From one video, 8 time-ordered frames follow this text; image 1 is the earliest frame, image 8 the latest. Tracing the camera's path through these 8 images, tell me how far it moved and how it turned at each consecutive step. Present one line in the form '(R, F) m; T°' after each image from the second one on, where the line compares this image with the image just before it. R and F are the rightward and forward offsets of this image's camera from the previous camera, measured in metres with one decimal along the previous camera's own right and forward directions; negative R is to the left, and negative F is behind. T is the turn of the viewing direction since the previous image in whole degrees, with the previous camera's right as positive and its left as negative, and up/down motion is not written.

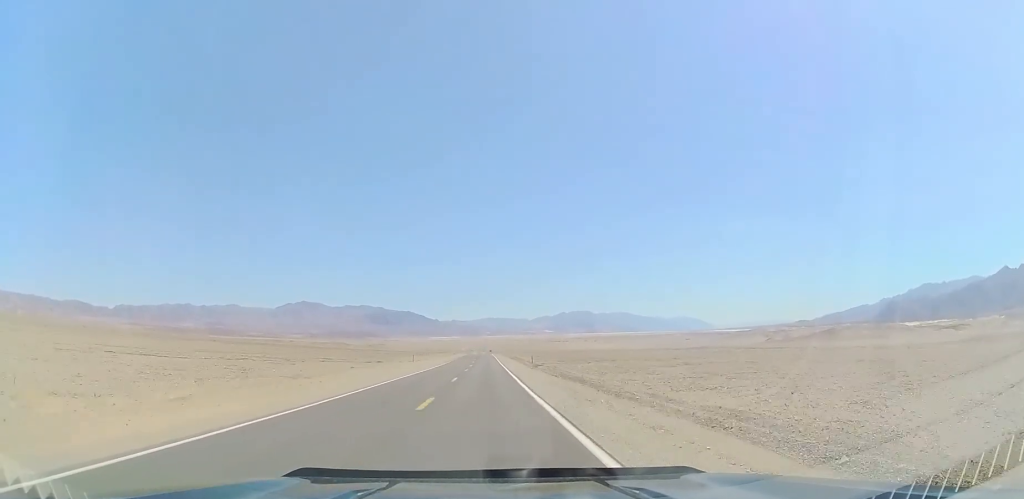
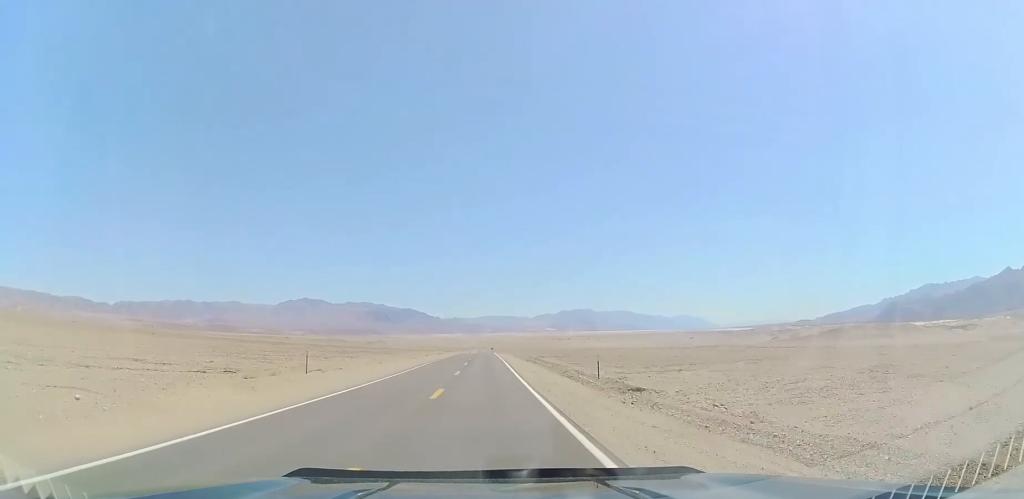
(0.0, +41.3) m; 0°
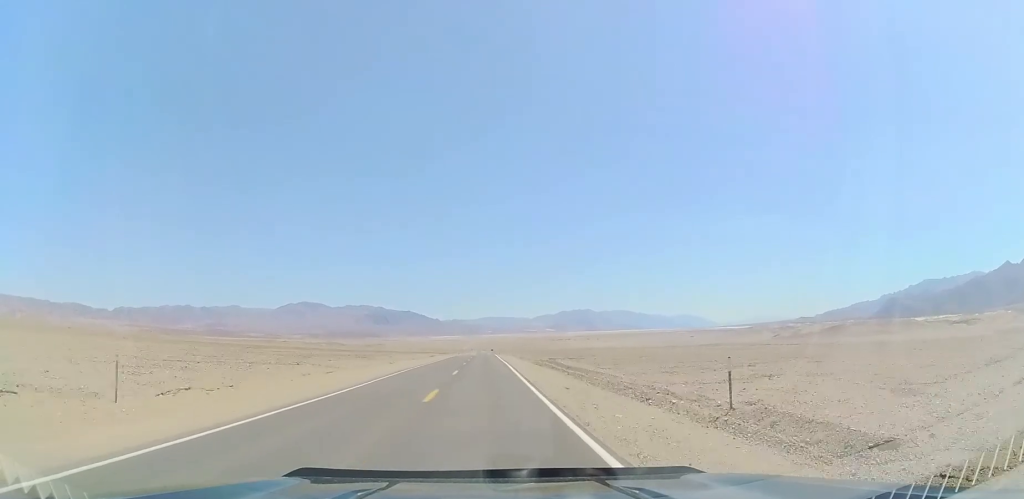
(-0.1, +15.9) m; 0°
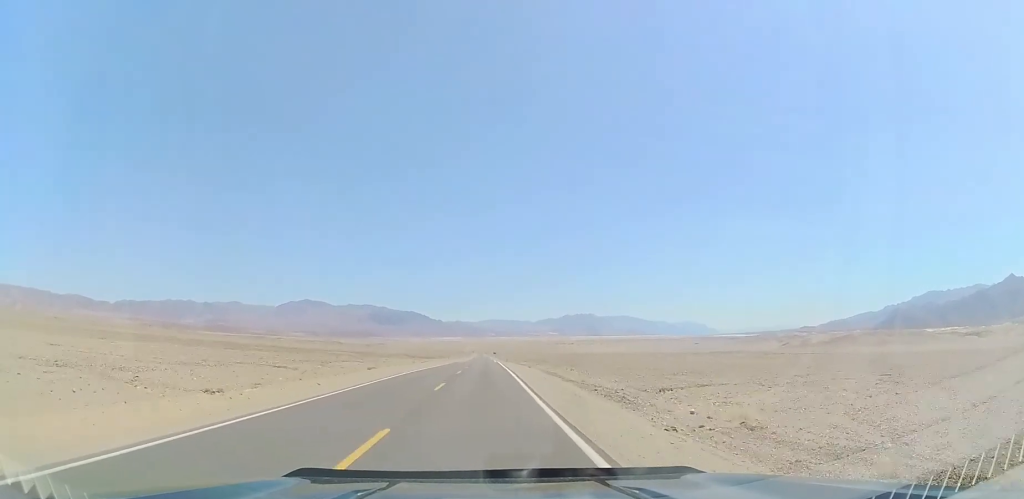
(+0.1, +54.0) m; 0°
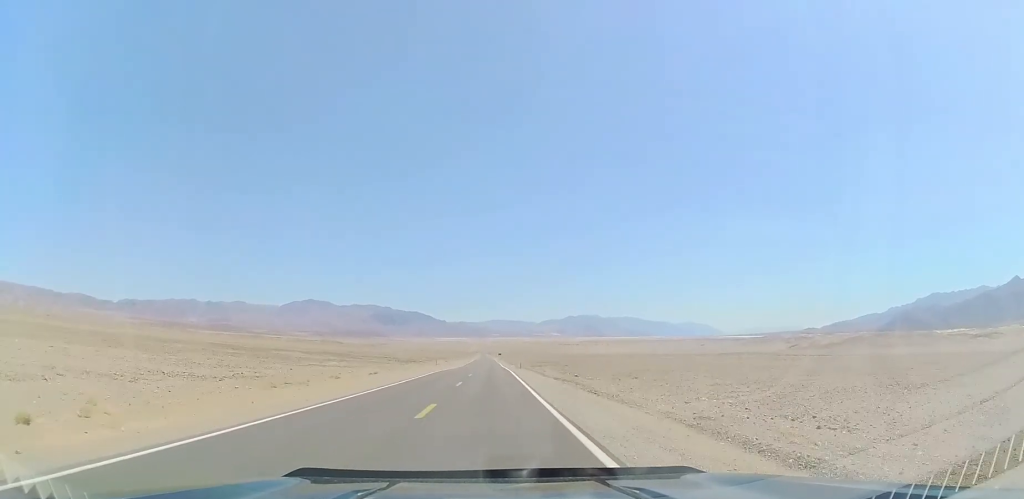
(-0.4, +37.8) m; -1°
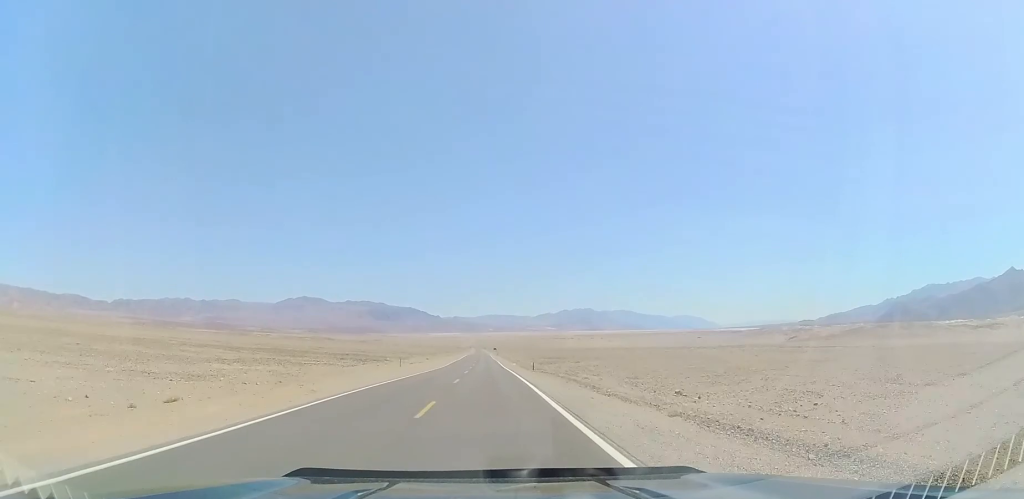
(0.0, +30.1) m; 0°
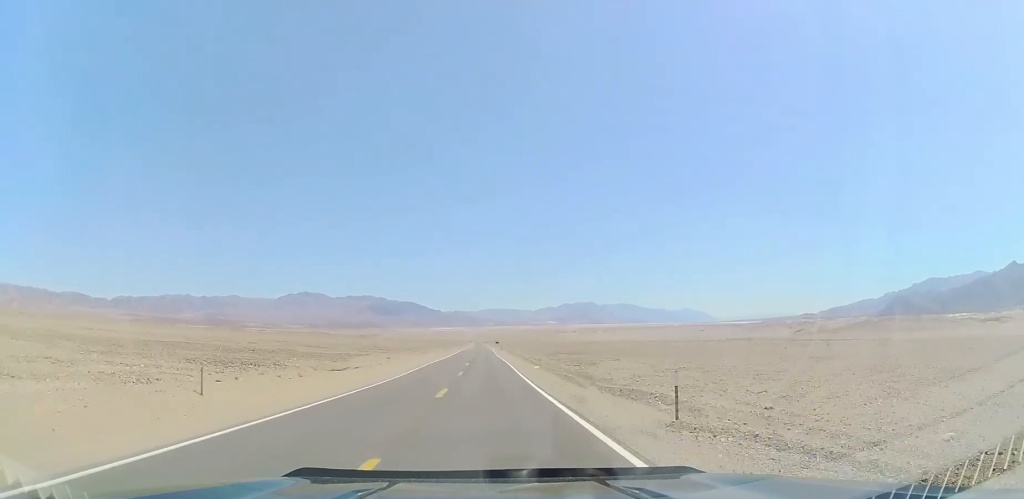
(0.0, +38.1) m; 0°
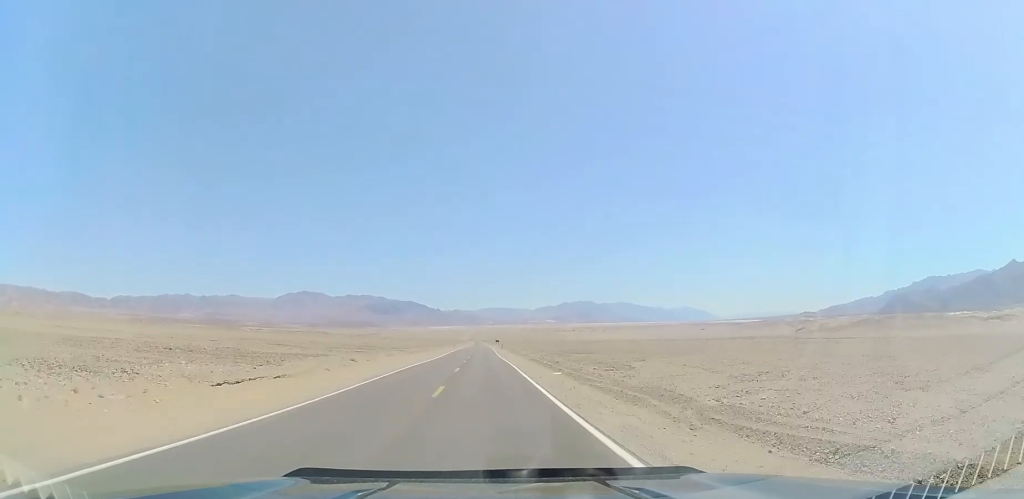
(0.0, +15.5) m; 0°
